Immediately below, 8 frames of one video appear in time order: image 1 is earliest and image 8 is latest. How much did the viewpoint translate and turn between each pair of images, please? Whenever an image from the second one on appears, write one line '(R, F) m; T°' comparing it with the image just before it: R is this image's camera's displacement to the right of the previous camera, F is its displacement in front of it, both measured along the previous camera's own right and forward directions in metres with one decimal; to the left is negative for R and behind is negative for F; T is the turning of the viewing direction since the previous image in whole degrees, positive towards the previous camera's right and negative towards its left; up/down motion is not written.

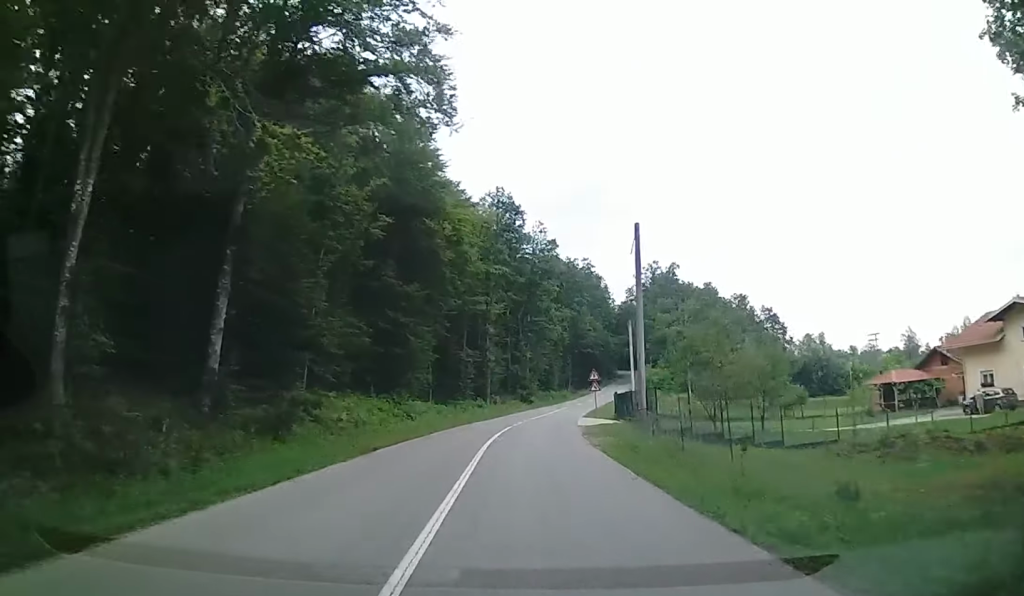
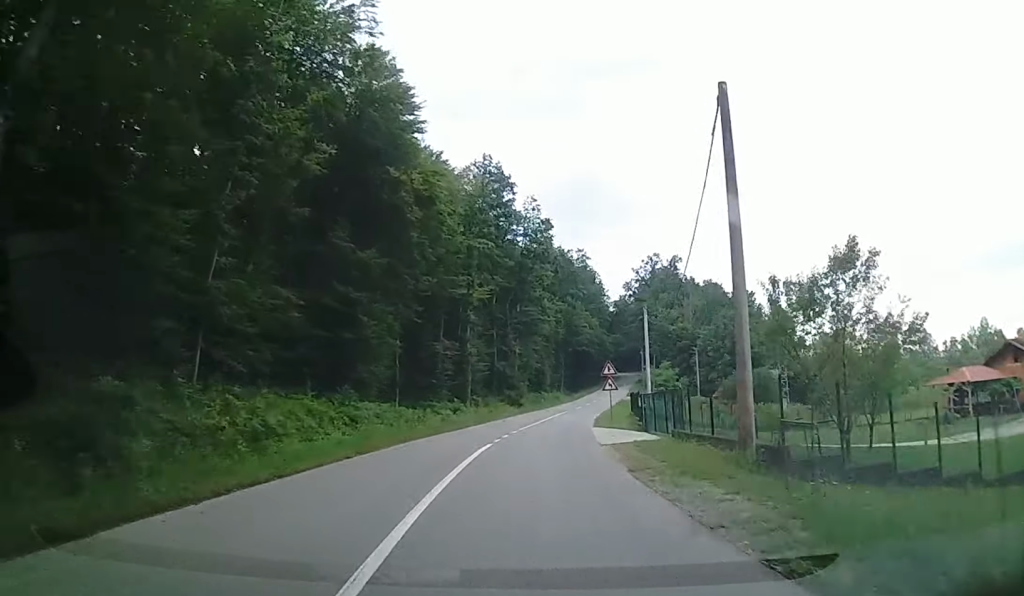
(+0.2, +12.4) m; +2°
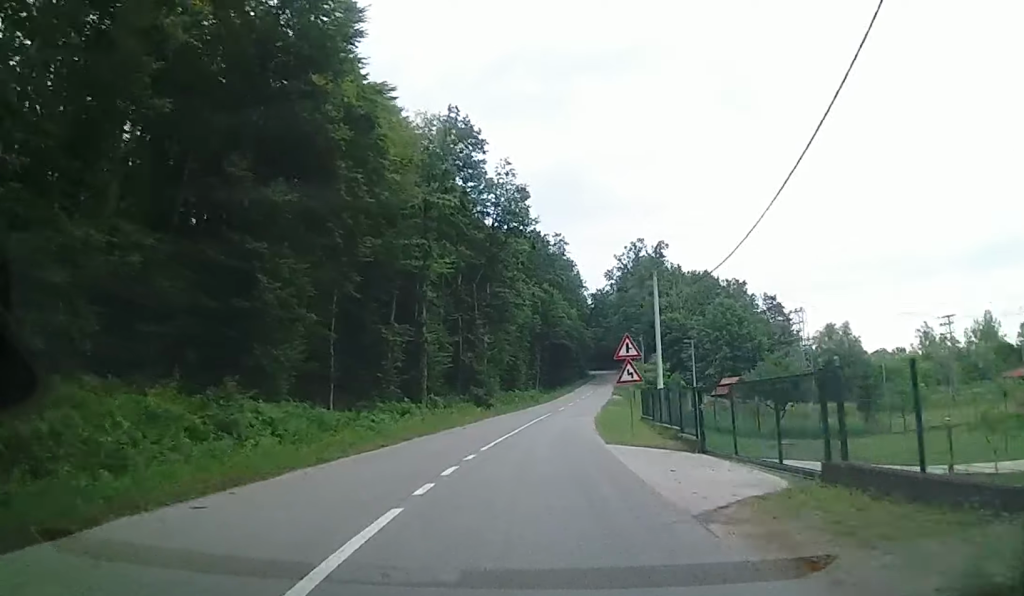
(+0.1, +12.4) m; +3°
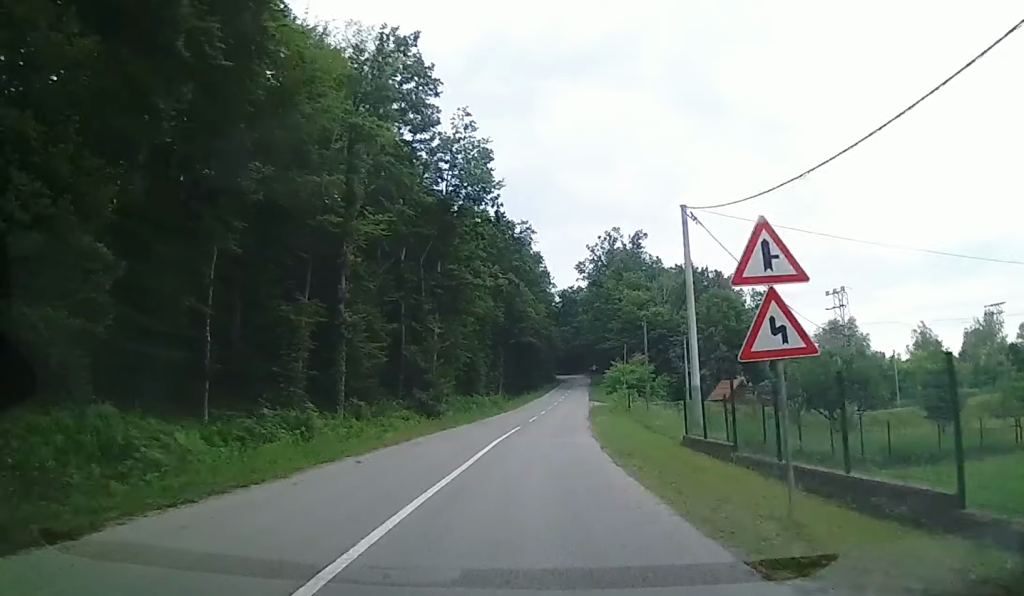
(+0.6, +13.8) m; +3°
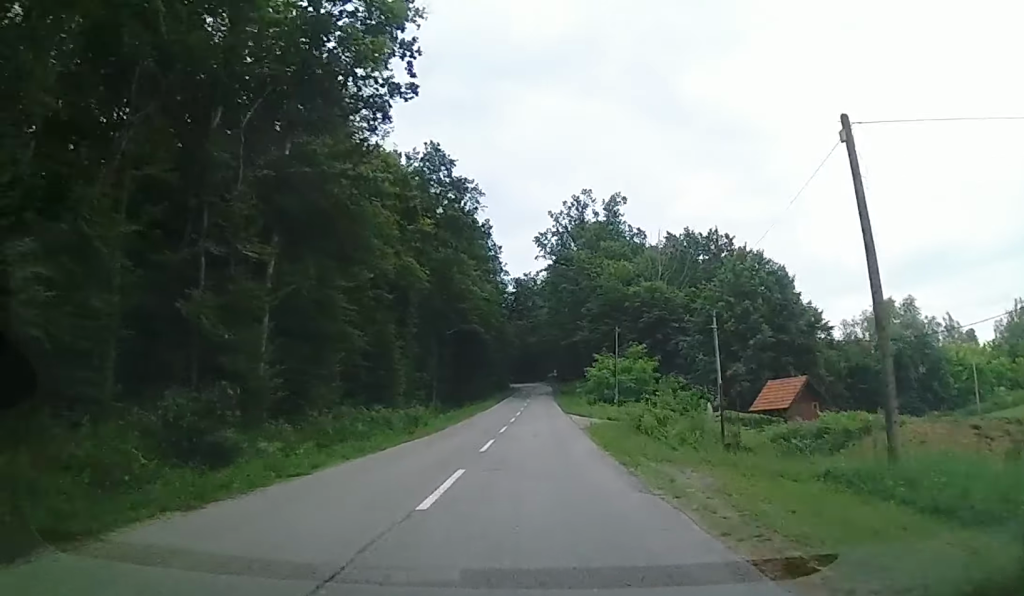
(+0.8, +26.8) m; +3°
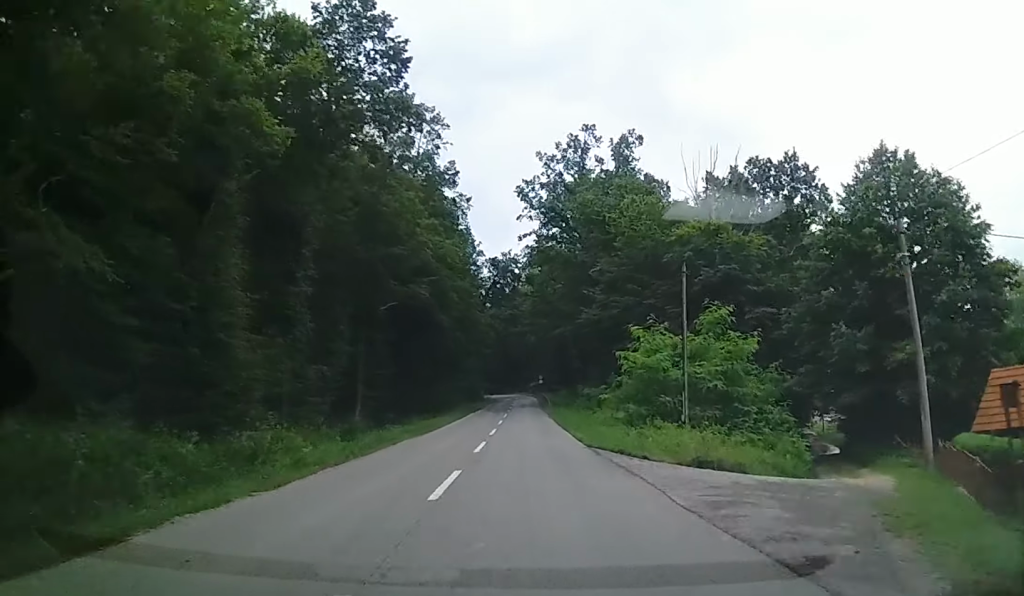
(+0.5, +25.5) m; +1°
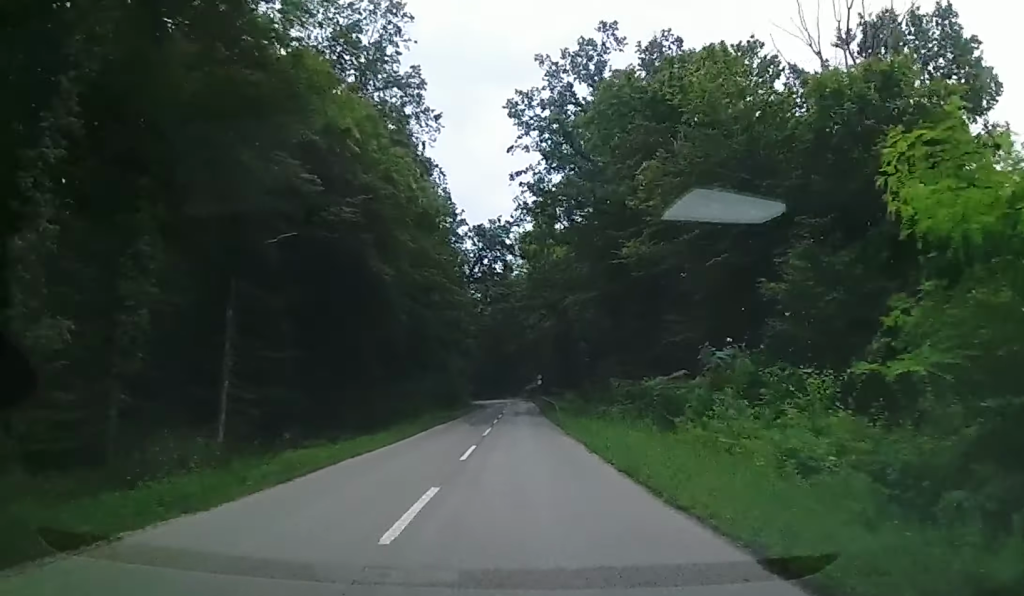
(-0.2, +20.0) m; -1°
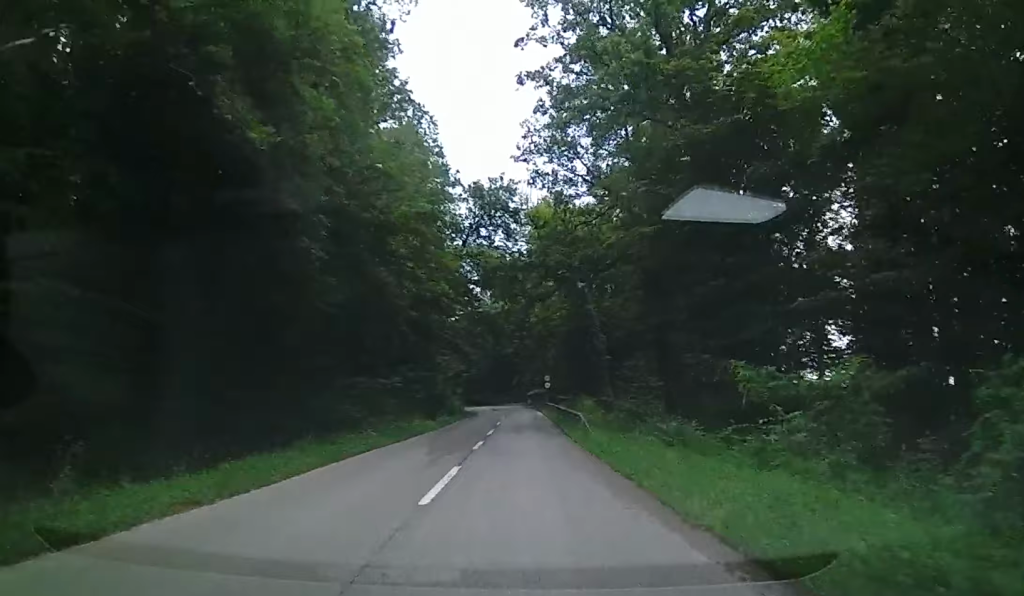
(0.0, +16.4) m; 0°
